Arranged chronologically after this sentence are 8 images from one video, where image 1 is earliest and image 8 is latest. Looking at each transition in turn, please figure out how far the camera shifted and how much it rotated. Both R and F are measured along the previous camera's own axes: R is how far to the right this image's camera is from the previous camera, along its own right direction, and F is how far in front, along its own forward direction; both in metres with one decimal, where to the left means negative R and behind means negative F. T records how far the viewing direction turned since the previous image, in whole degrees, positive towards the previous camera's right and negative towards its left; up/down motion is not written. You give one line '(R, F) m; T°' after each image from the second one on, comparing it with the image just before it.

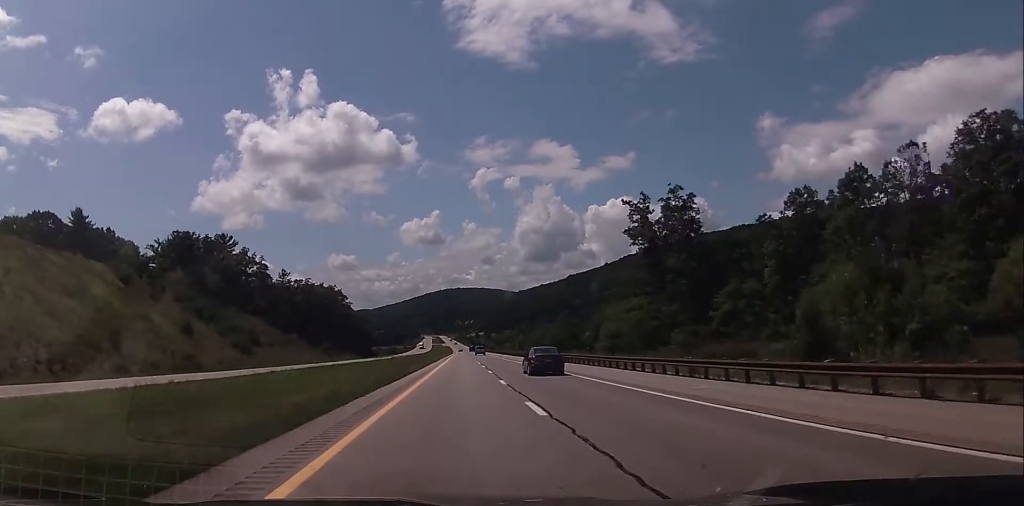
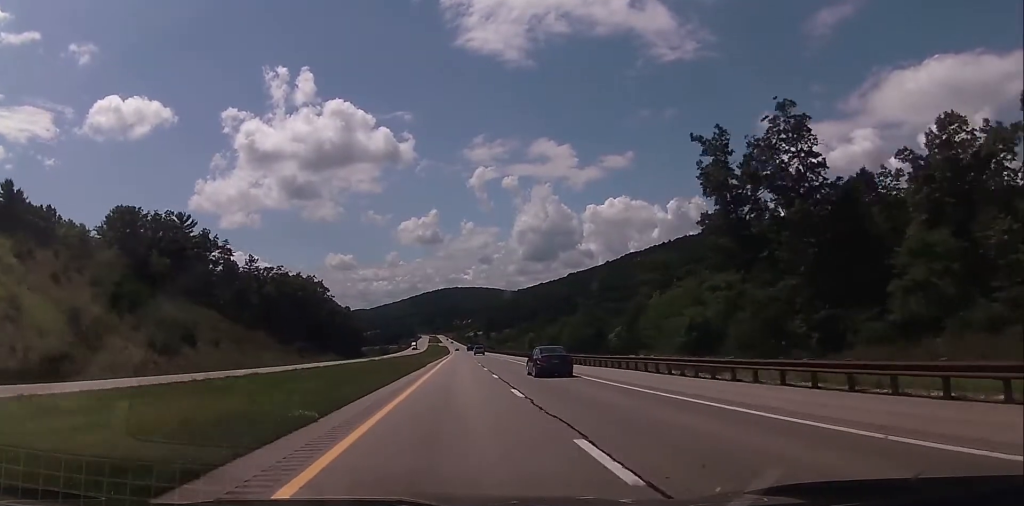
(+0.2, +31.1) m; 0°
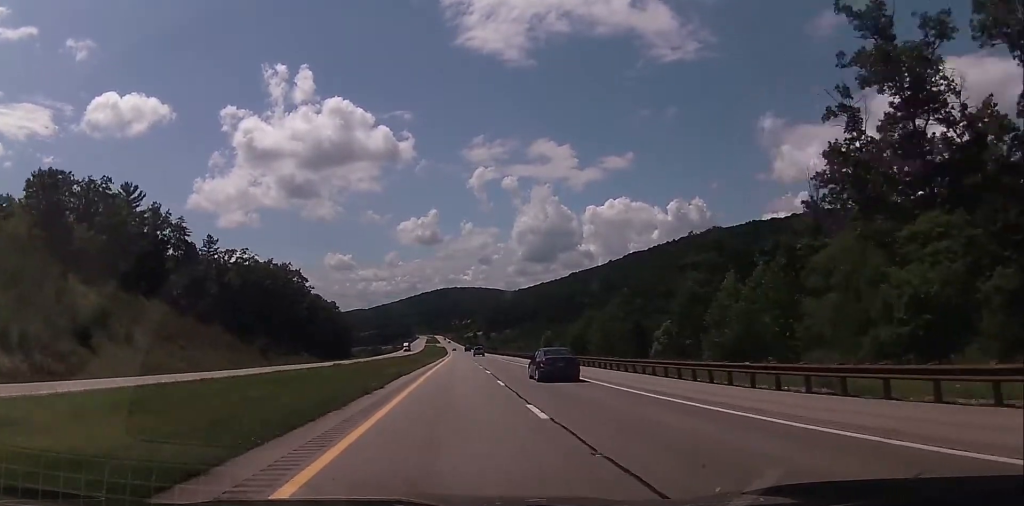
(-0.3, +30.0) m; 0°
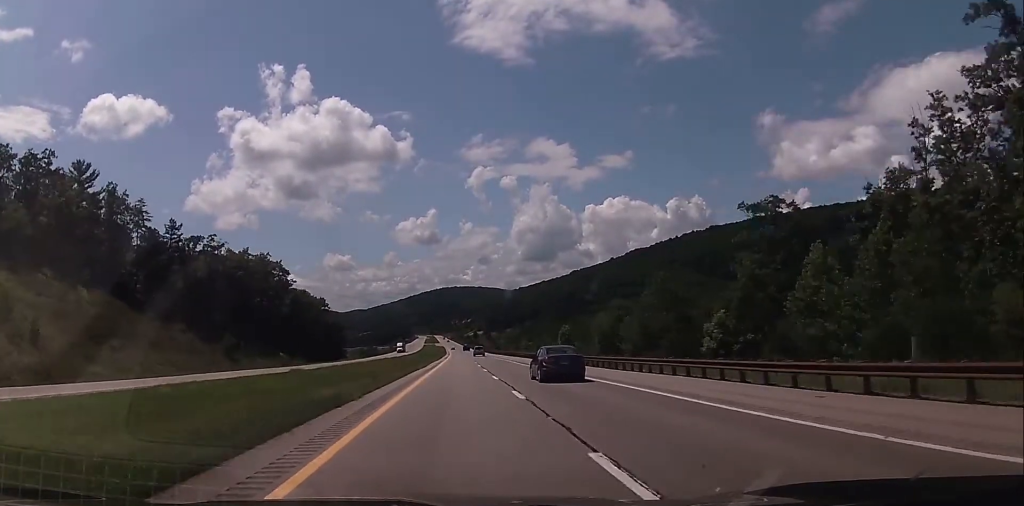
(-0.2, +20.0) m; 0°
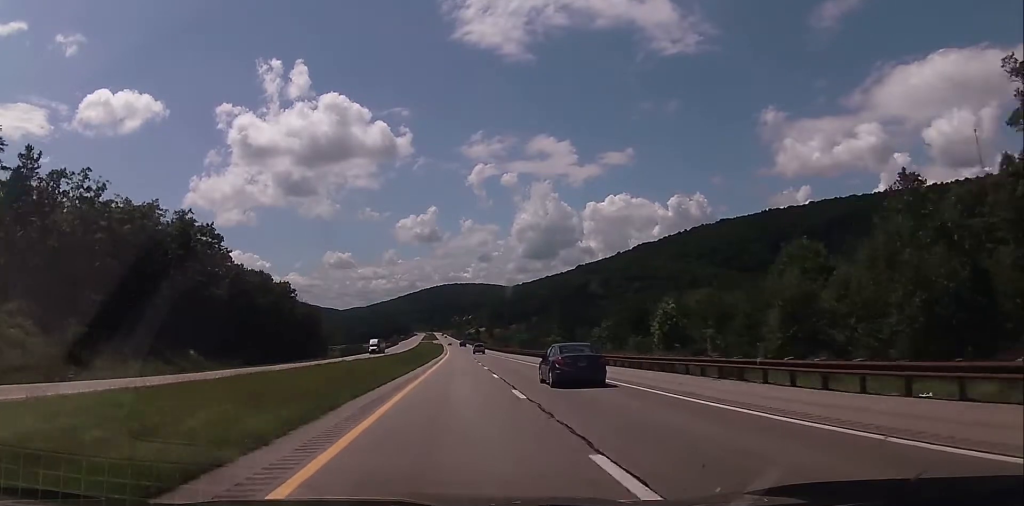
(+0.5, +49.0) m; 0°
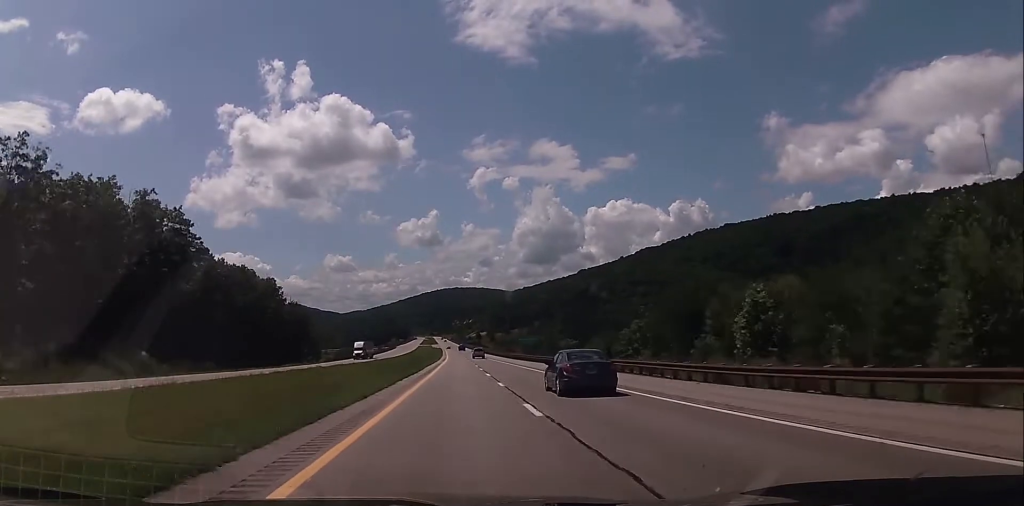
(-0.1, +15.6) m; 0°
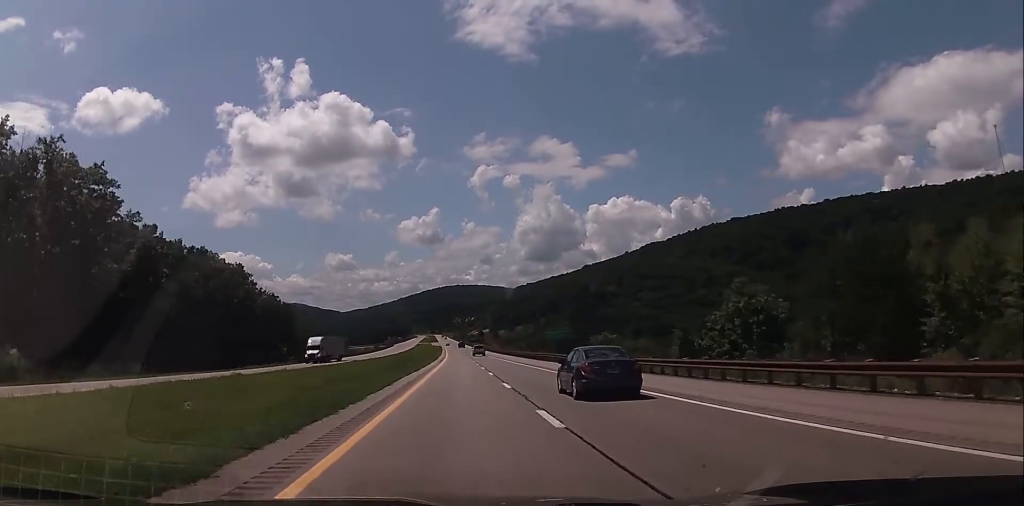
(0.0, +26.7) m; 0°
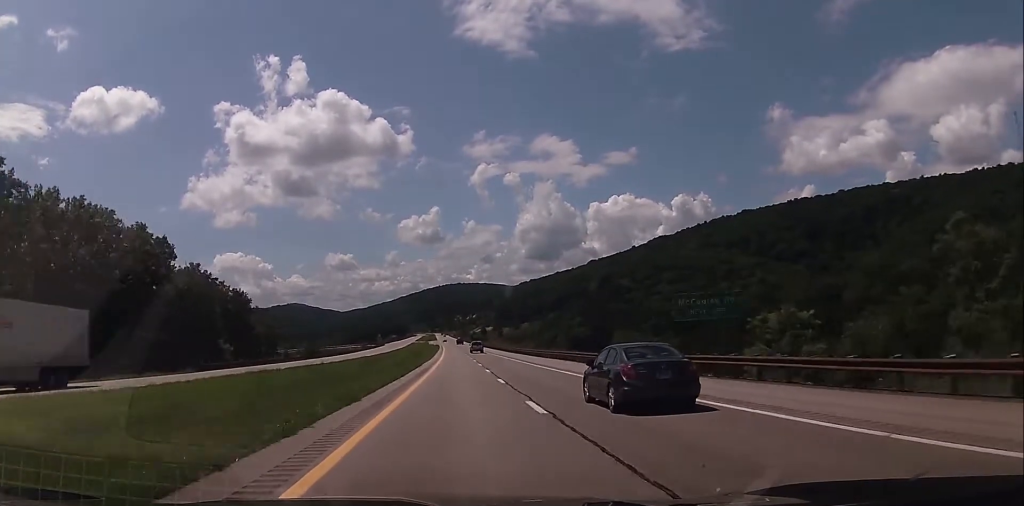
(0.0, +46.8) m; 0°
